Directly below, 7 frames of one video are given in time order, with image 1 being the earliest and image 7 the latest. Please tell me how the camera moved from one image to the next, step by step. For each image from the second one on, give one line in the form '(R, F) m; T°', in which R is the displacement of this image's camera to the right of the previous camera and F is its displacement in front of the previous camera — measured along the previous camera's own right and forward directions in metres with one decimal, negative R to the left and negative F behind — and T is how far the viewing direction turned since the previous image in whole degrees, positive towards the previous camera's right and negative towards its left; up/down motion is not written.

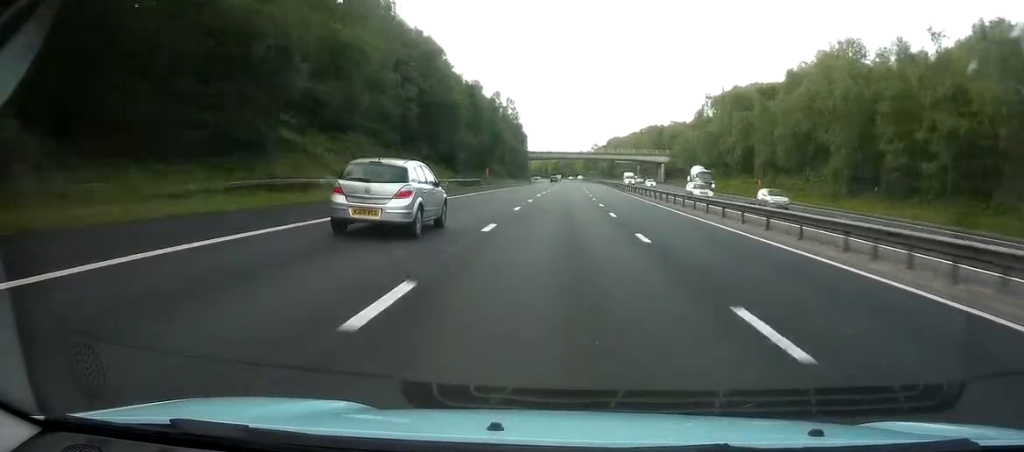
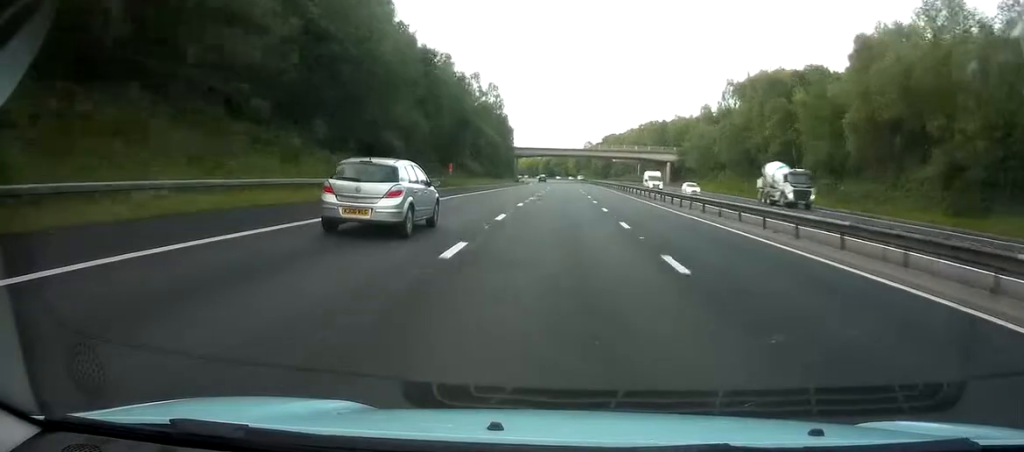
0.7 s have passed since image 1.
(+0.3, +22.5) m; +1°
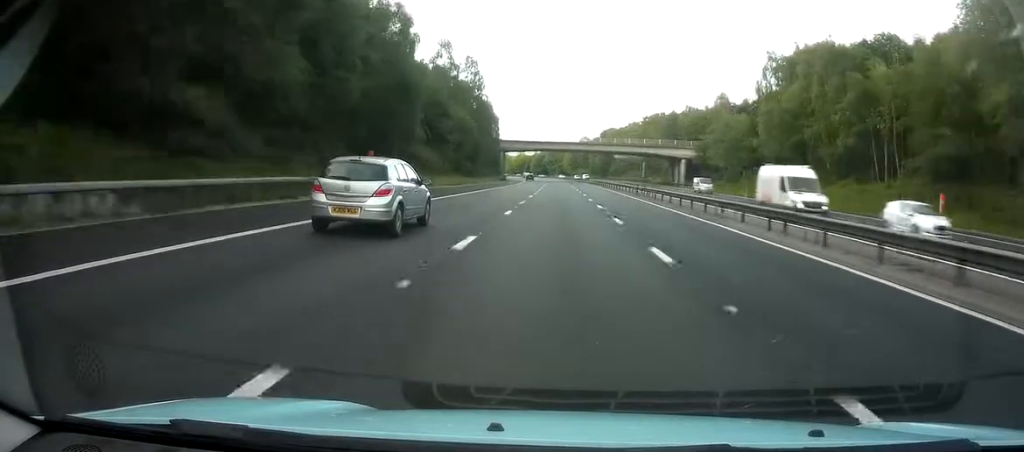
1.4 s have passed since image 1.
(+0.3, +24.7) m; +1°
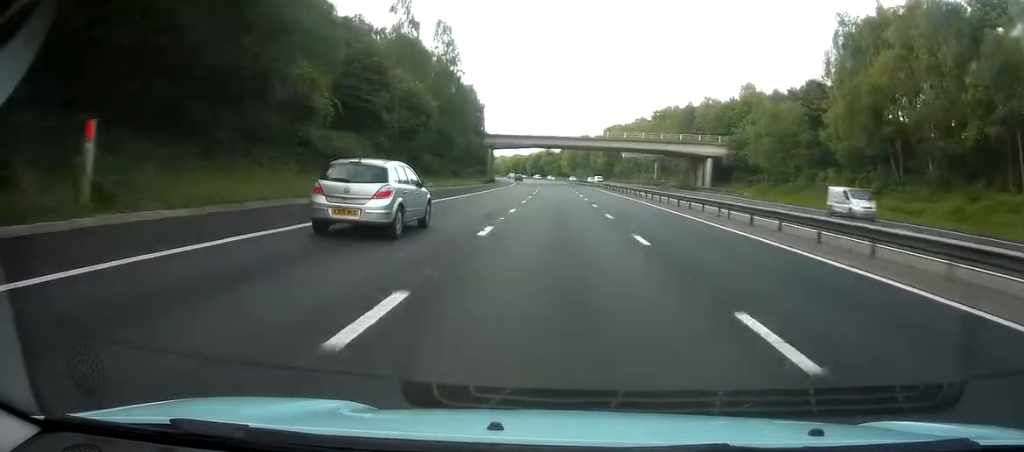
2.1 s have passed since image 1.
(+0.2, +23.5) m; 0°
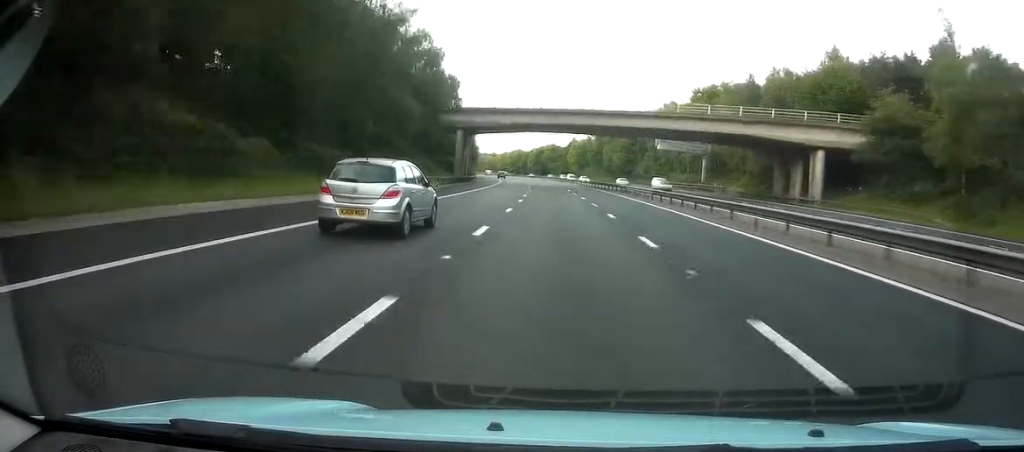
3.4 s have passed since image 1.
(+0.1, +43.5) m; 0°
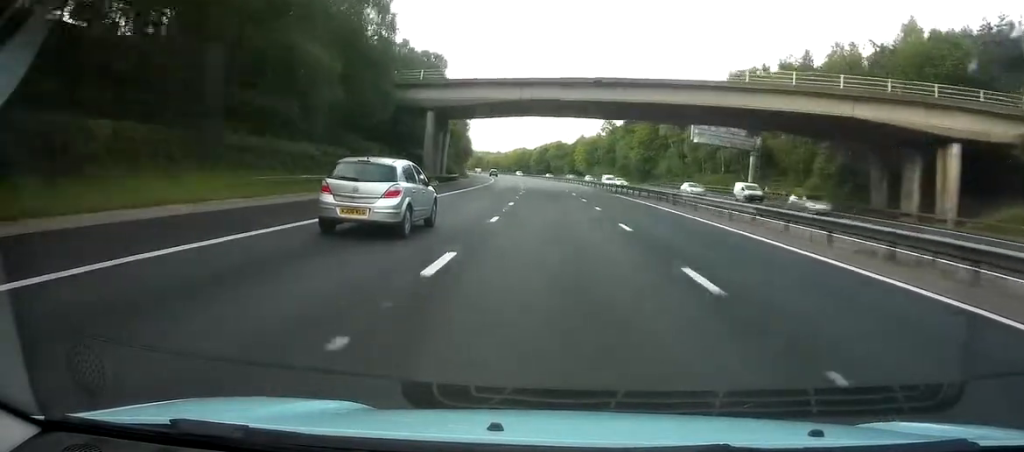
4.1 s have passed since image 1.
(0.0, +22.4) m; 0°
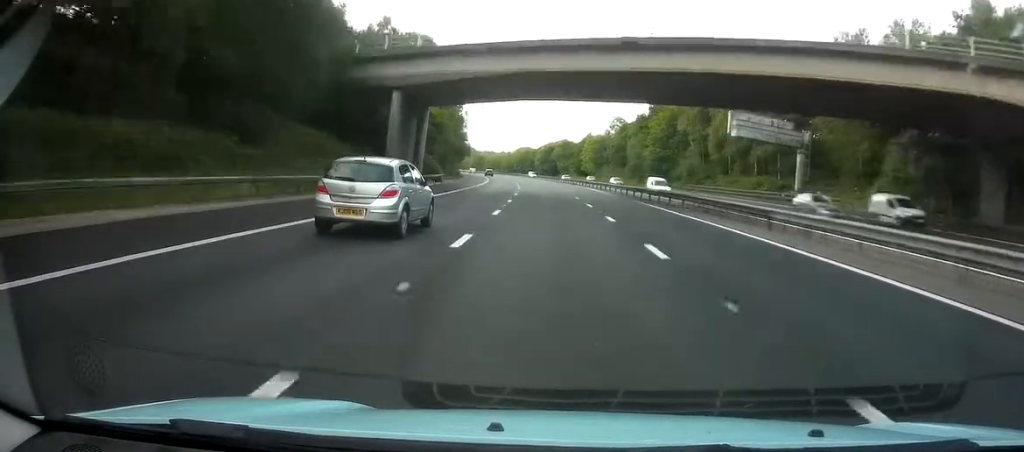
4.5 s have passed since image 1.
(0.0, +14.5) m; 0°
